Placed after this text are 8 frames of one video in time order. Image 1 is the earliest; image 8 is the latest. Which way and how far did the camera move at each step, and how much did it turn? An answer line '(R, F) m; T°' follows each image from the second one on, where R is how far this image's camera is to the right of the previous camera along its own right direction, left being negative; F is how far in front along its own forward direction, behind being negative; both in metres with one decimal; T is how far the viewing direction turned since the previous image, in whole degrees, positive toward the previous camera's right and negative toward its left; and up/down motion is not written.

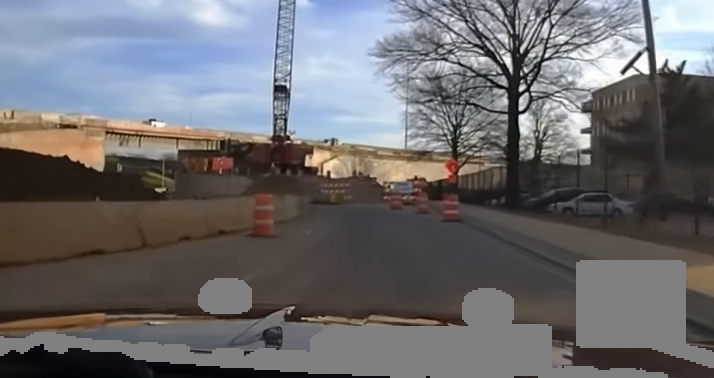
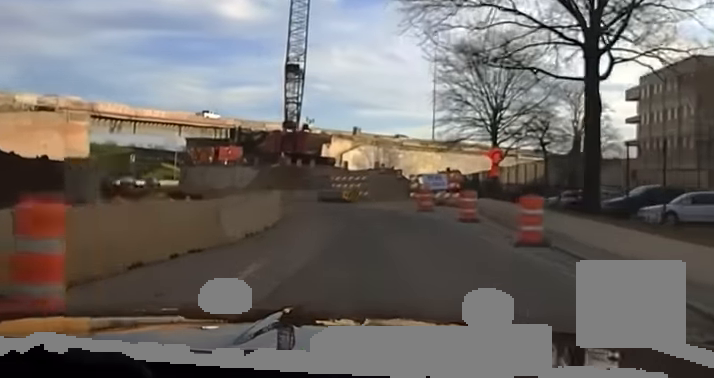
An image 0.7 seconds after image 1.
(-0.4, +11.1) m; -4°
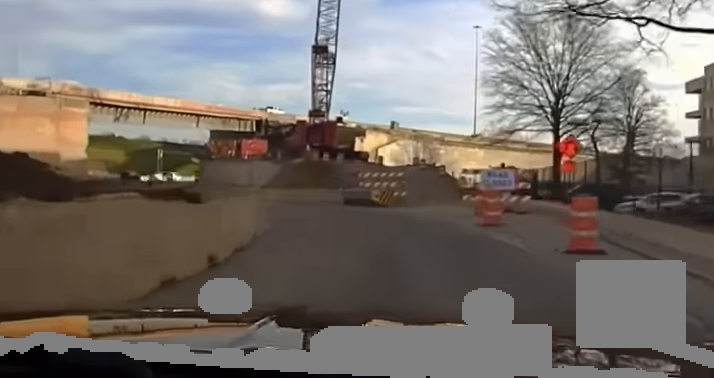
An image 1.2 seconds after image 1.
(-0.2, +8.5) m; -3°
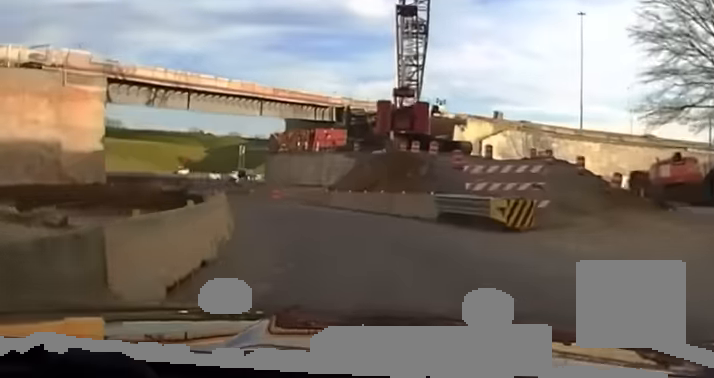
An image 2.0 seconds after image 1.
(-0.3, +14.3) m; -7°
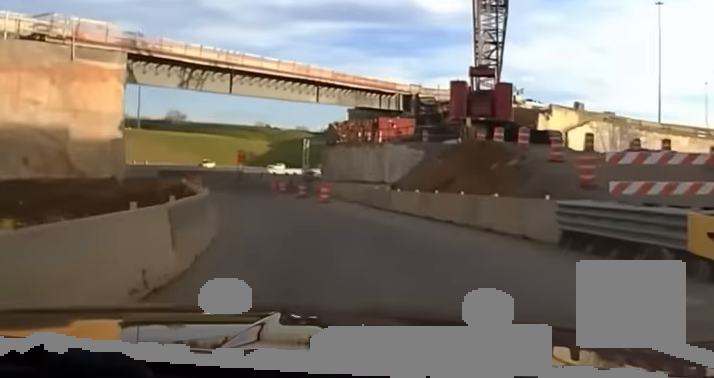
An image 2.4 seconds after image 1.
(-0.6, +8.7) m; -4°
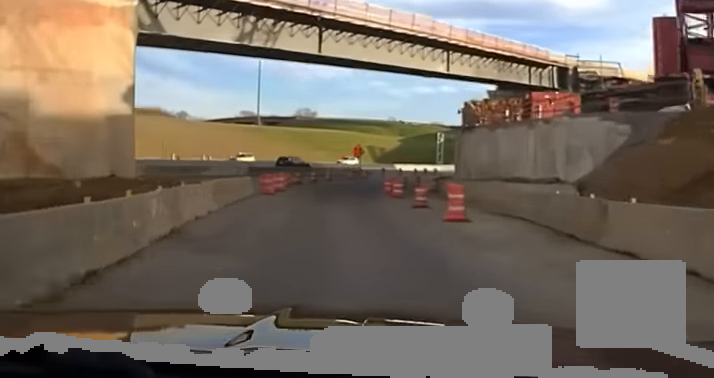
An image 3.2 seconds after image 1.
(-0.7, +16.3) m; -7°
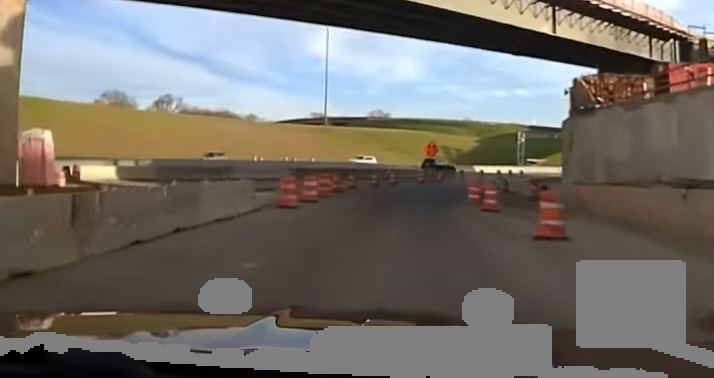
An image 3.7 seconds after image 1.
(-1.2, +14.7) m; -2°
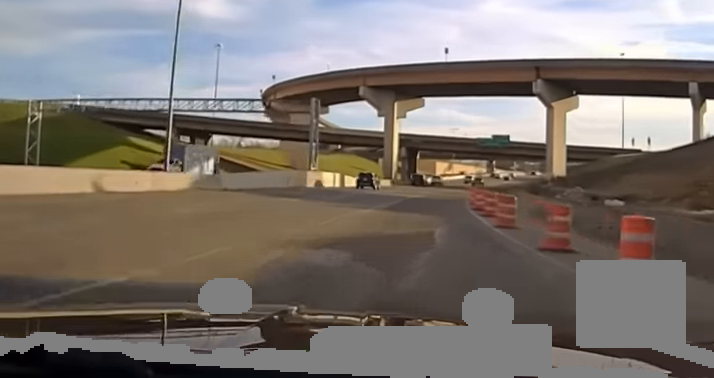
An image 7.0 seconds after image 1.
(+17.1, +98.3) m; +28°
